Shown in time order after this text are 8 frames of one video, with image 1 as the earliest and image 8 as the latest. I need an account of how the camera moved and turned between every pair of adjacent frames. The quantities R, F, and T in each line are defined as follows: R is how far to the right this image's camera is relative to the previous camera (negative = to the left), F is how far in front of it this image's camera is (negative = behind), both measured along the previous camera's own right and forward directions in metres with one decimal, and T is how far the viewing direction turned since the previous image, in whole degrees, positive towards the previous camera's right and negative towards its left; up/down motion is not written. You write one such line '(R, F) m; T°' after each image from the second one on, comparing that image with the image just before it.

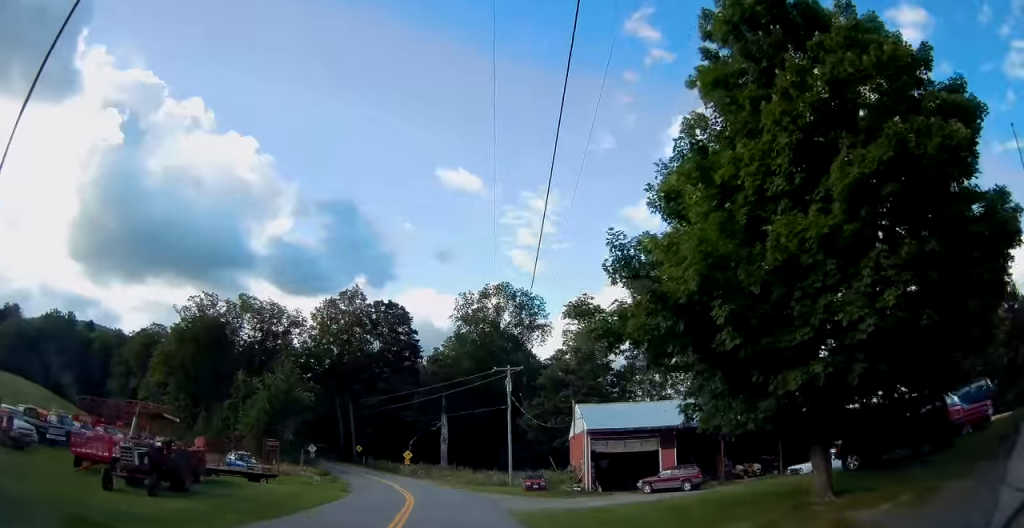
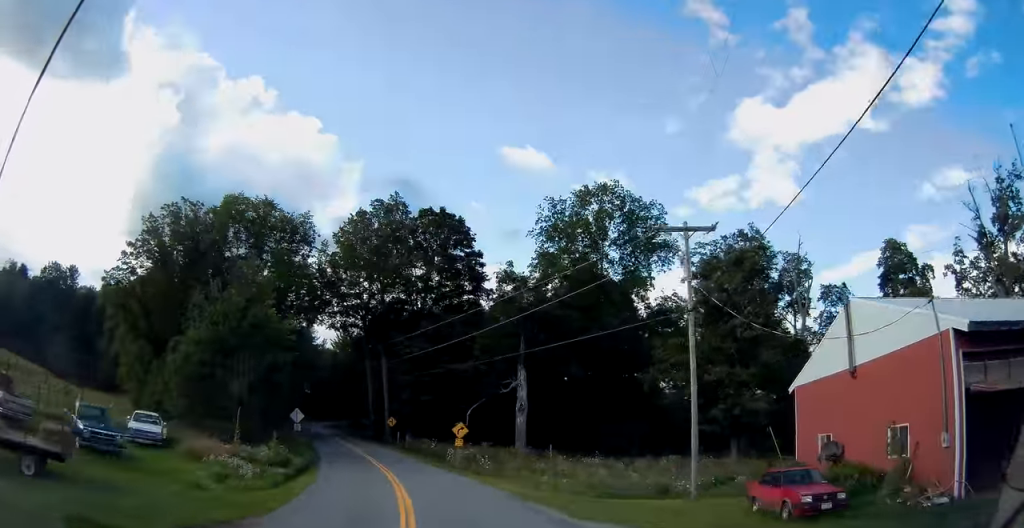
(-2.6, +28.1) m; -9°
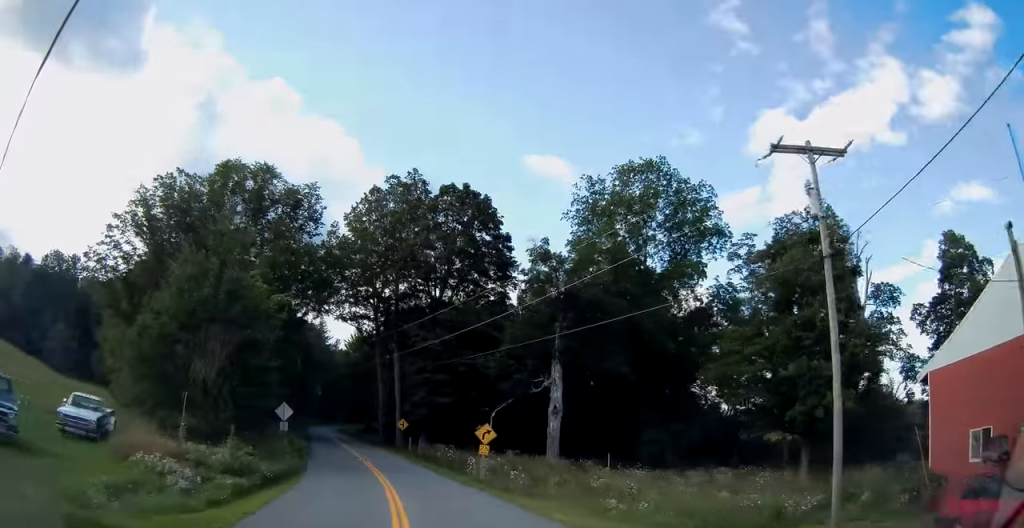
(+0.2, +7.7) m; -2°
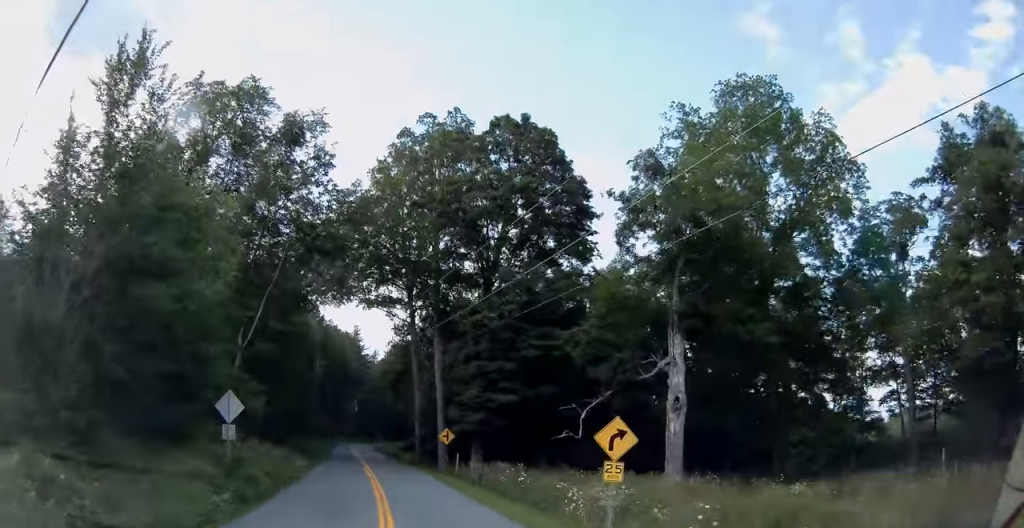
(-1.1, +15.0) m; -6°
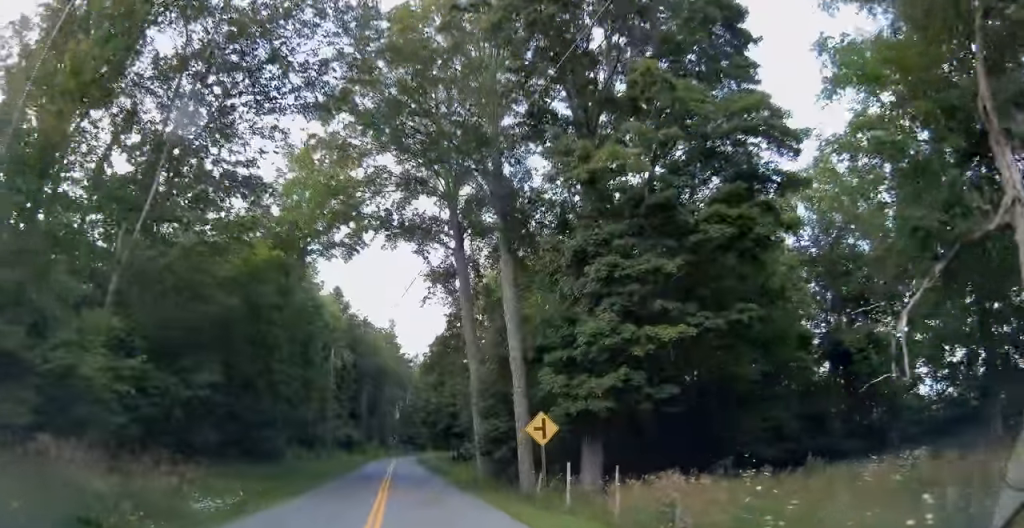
(-0.7, +19.8) m; -3°
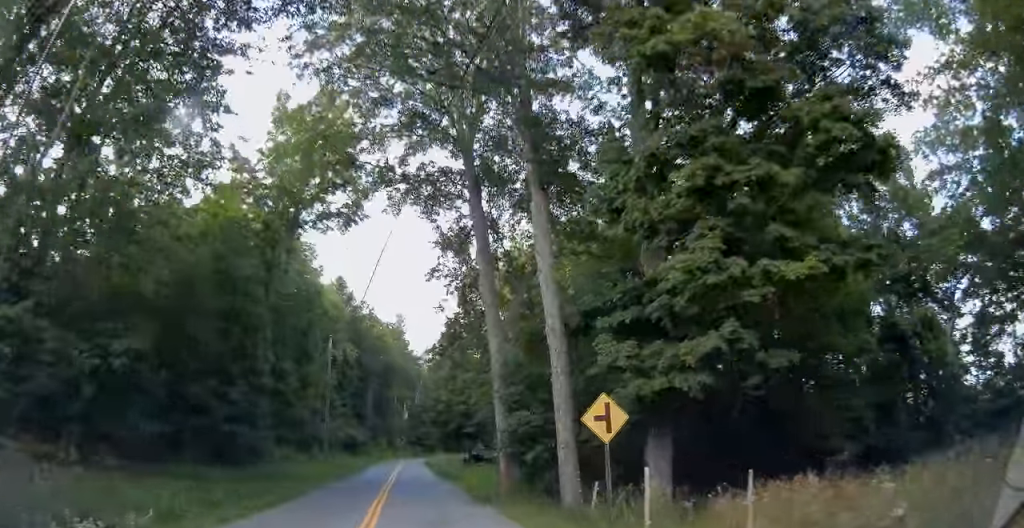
(0.0, +6.0) m; -1°
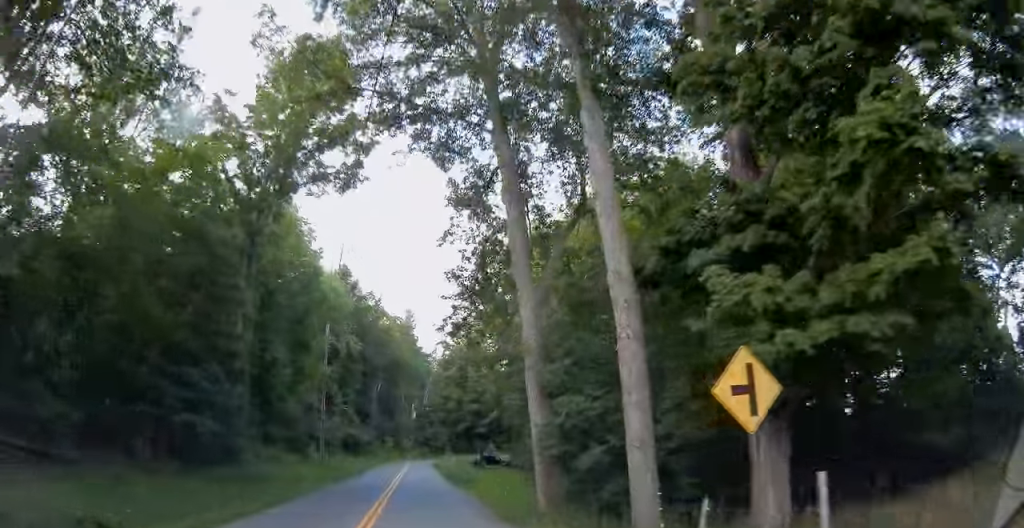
(-0.1, +5.6) m; -1°
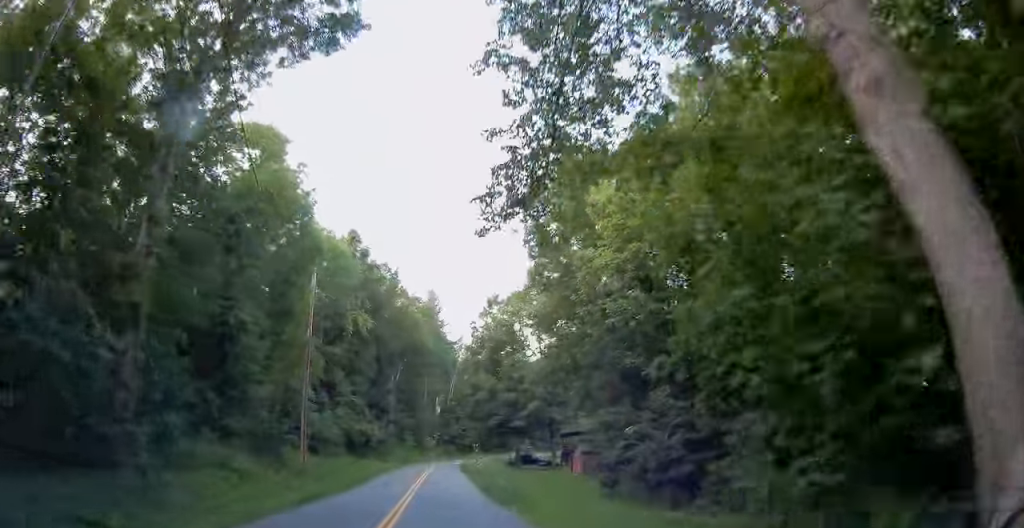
(-0.2, +12.5) m; -2°
